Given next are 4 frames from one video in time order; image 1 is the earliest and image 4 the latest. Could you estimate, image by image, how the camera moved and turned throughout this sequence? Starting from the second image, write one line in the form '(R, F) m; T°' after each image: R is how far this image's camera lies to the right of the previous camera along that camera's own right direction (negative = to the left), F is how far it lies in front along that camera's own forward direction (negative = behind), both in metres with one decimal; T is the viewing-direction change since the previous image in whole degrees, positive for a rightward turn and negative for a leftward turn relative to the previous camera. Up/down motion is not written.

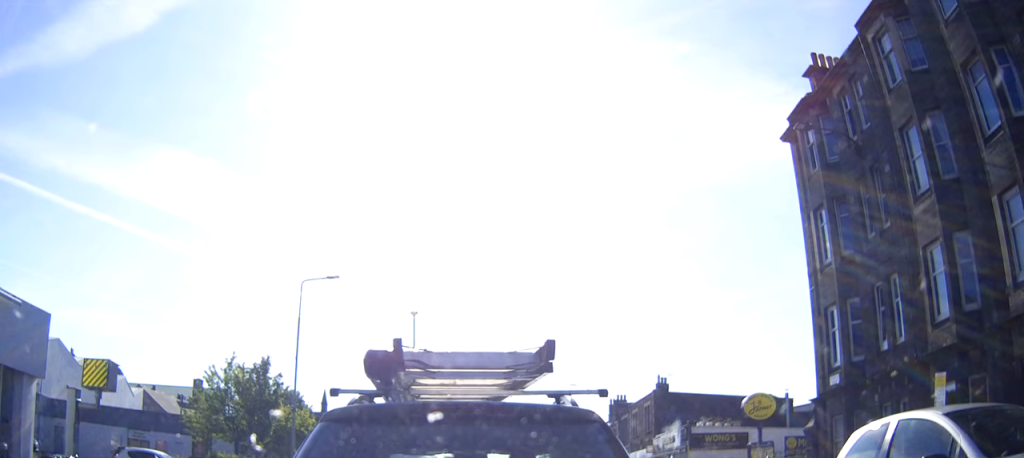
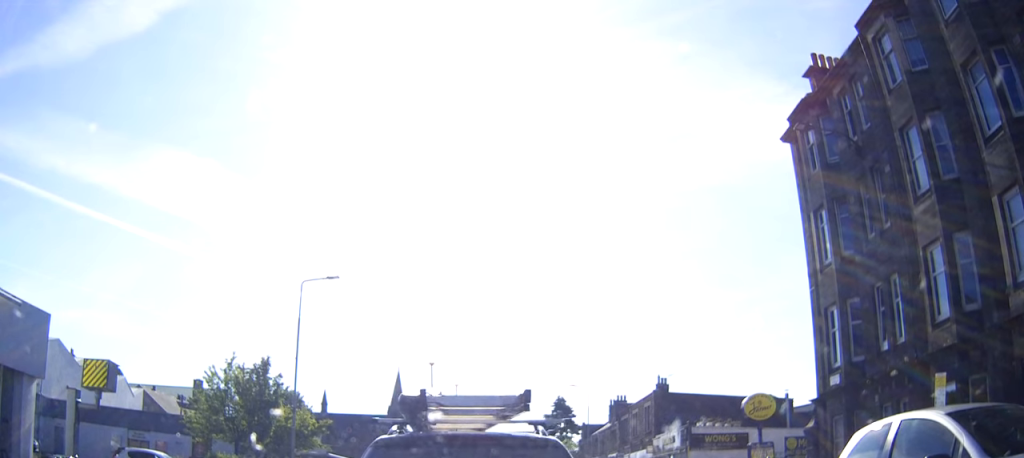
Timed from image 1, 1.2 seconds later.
(0.0, 0.0) m; 0°
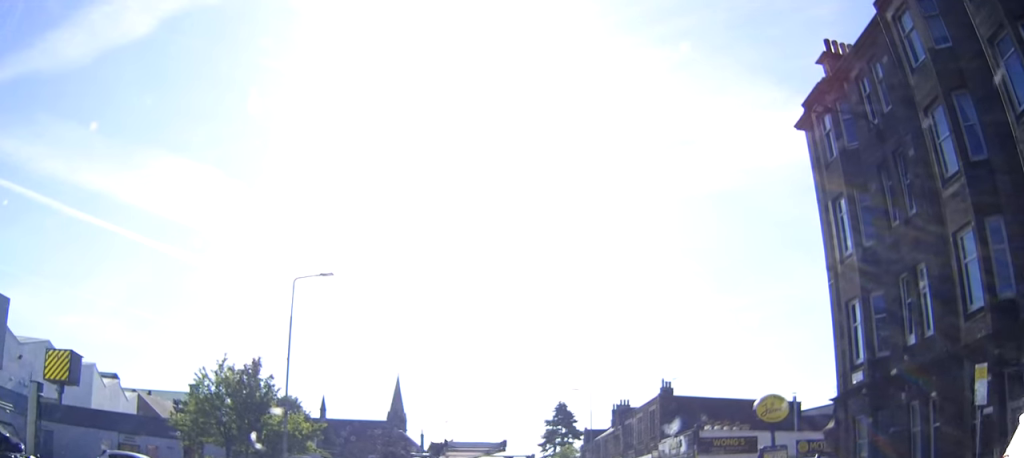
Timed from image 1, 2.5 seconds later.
(0.0, +0.7) m; +1°
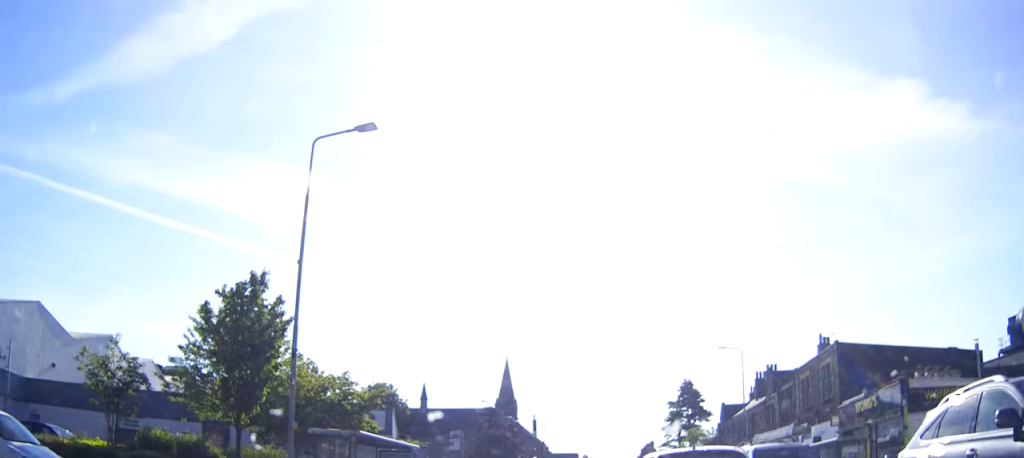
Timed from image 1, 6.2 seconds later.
(-0.8, +11.7) m; -8°
